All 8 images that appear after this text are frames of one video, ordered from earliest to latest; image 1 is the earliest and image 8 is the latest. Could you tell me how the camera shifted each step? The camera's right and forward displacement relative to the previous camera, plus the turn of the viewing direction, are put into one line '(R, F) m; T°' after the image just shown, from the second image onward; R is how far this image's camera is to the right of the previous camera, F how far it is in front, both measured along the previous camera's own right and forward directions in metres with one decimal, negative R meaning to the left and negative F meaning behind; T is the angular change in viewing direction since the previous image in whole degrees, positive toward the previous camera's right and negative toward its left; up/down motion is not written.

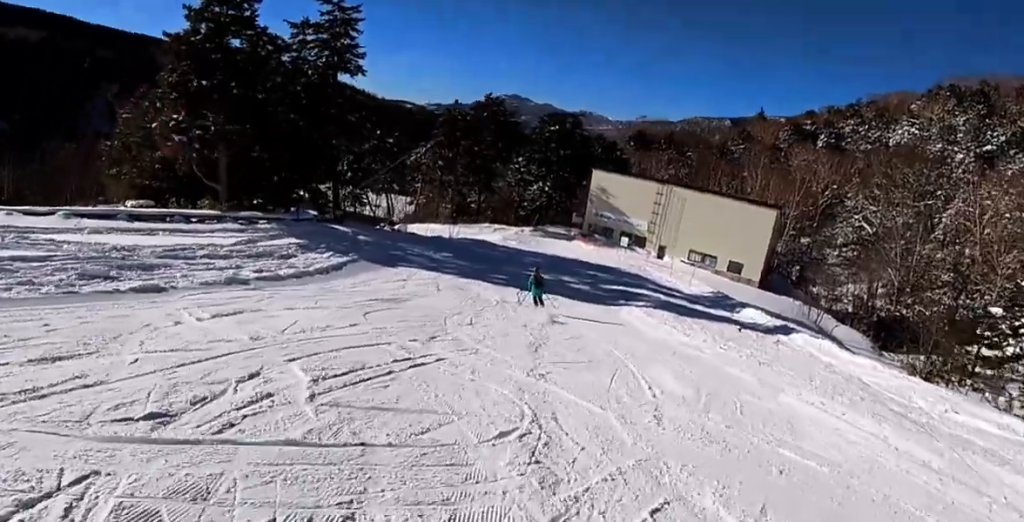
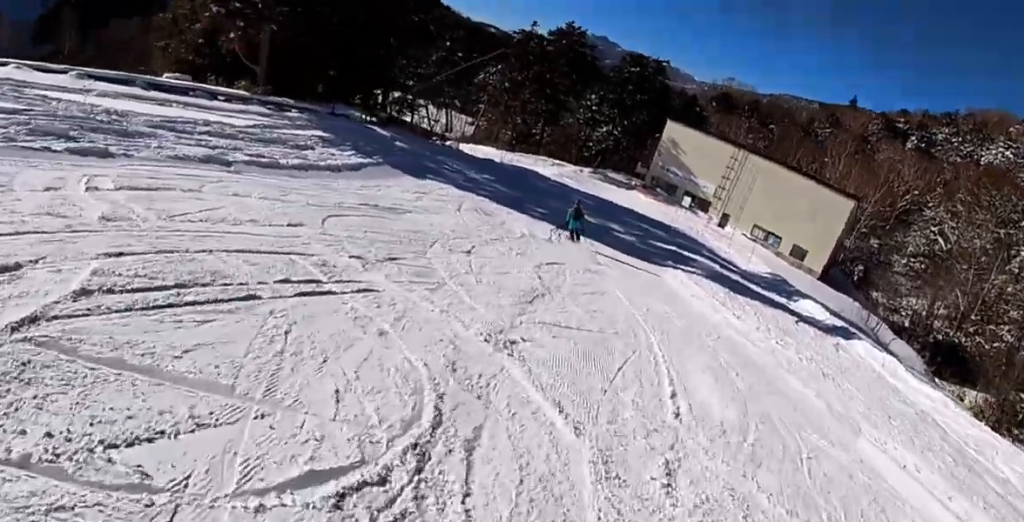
(-0.2, +2.9) m; -9°
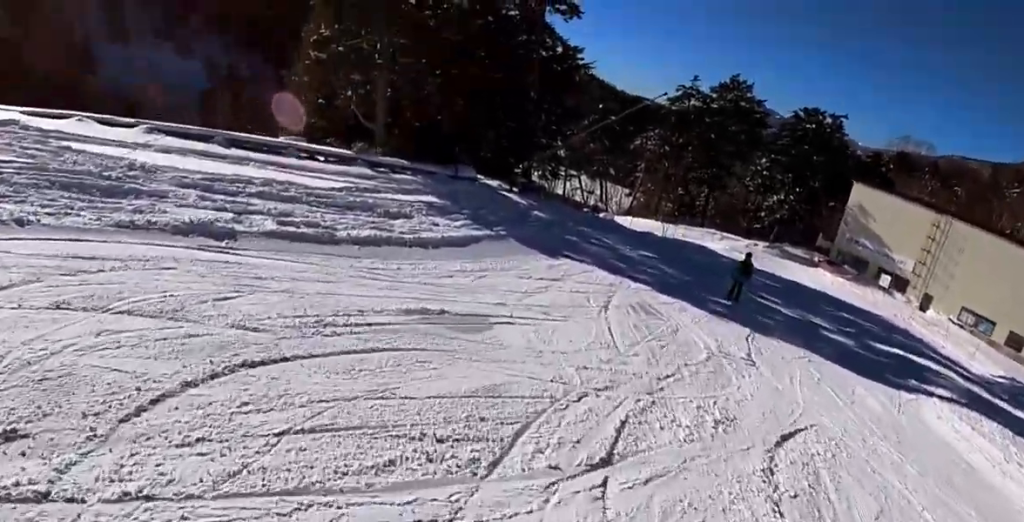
(-1.1, +6.4) m; -13°
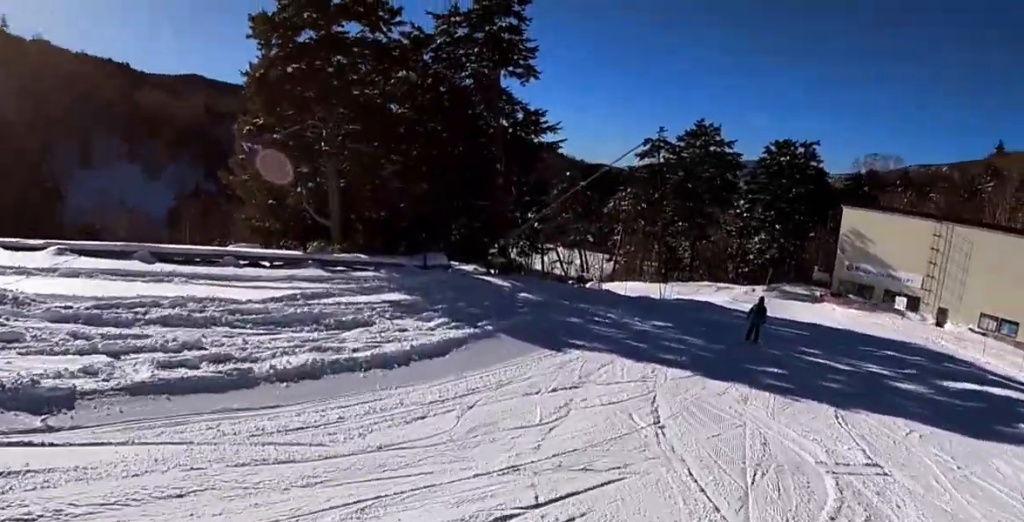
(-1.0, +3.9) m; -2°
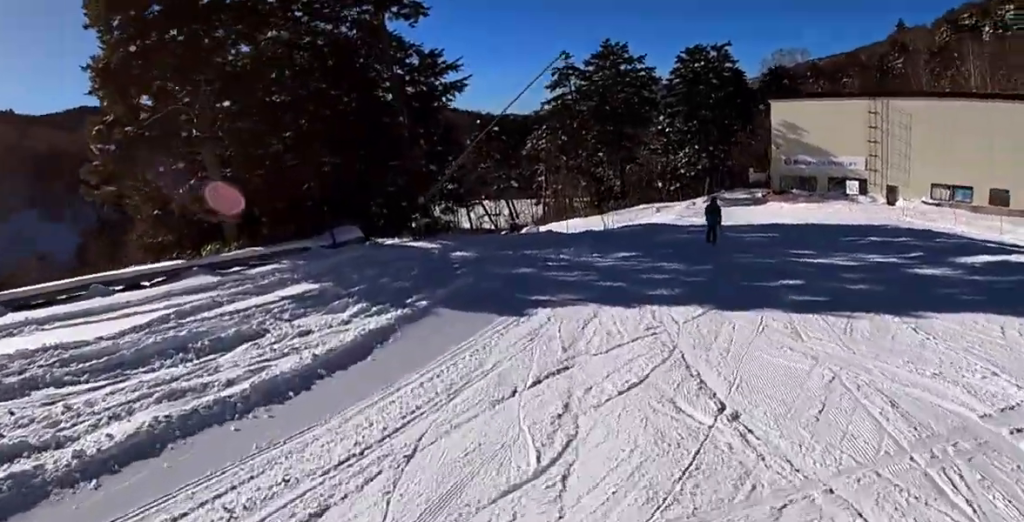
(+0.4, +3.3) m; +8°
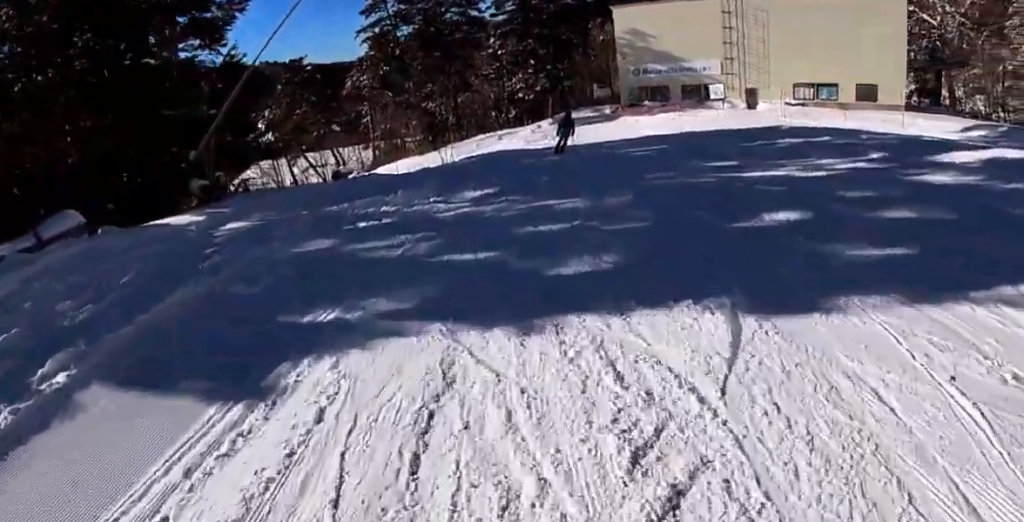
(+0.7, +5.7) m; +16°
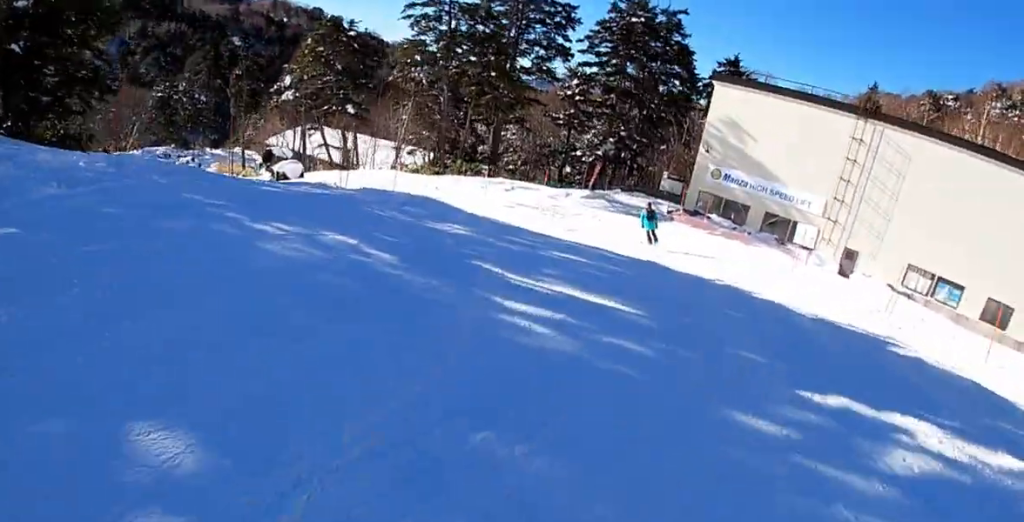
(+2.3, +11.7) m; -3°
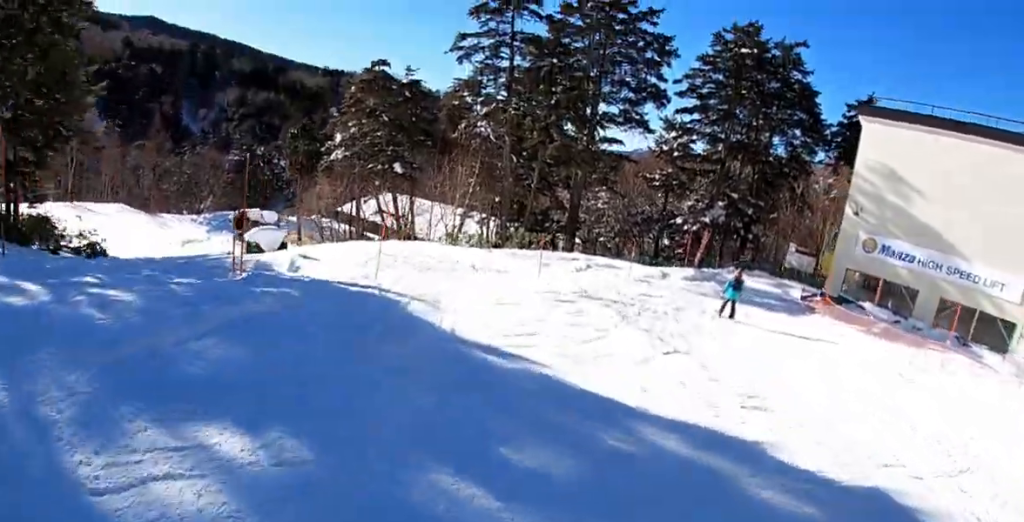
(-2.1, +8.7) m; -5°
